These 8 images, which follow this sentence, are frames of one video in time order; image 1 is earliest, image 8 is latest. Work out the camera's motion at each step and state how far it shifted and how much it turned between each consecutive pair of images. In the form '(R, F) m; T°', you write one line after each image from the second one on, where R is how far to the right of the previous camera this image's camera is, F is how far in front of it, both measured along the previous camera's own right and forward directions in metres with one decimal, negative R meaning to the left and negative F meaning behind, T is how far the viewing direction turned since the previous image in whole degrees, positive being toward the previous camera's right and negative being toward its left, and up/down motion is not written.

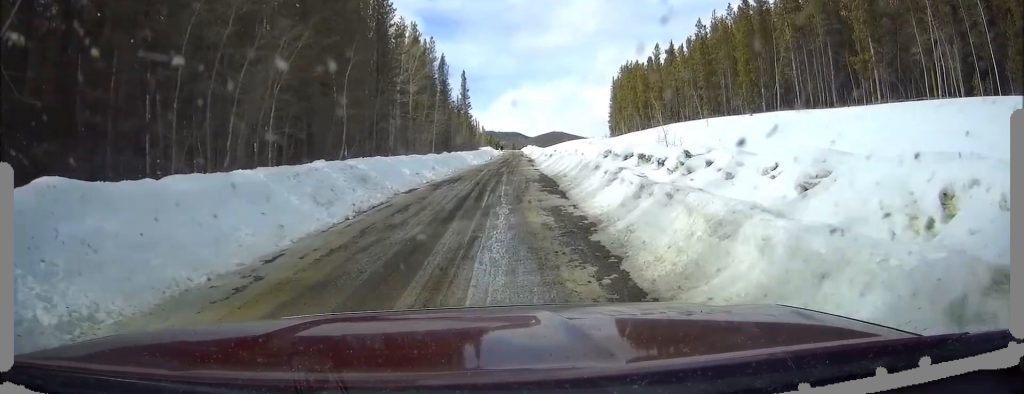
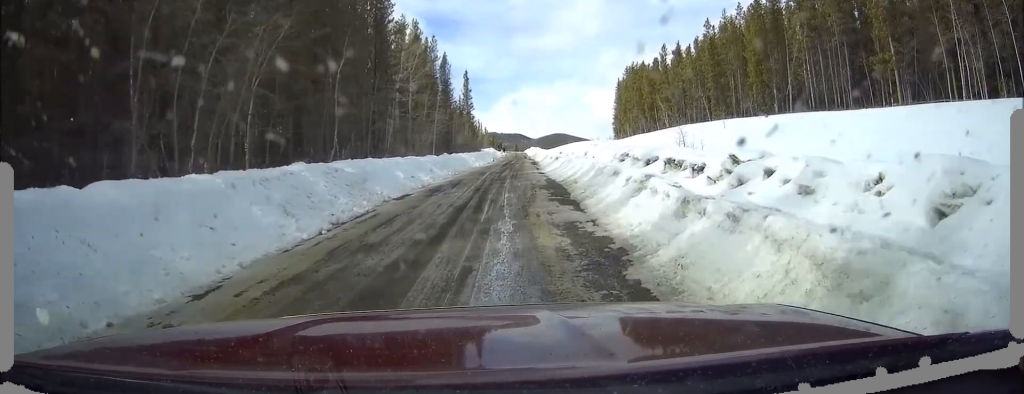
(0.0, +2.7) m; 0°
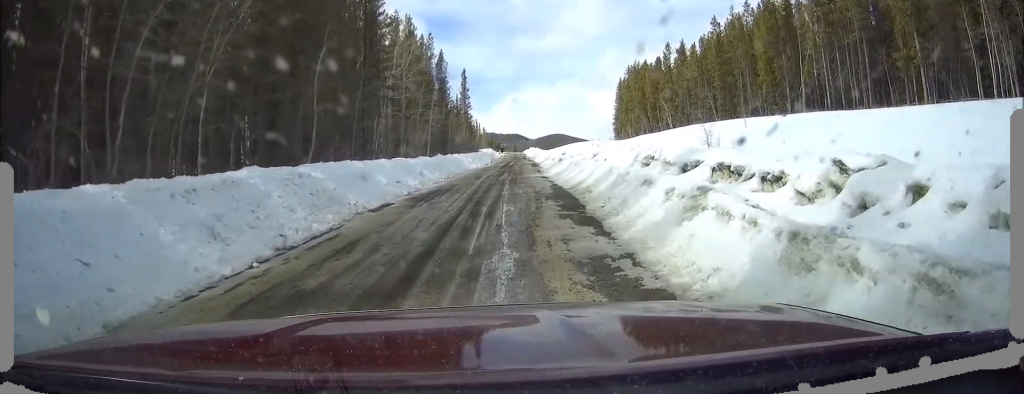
(-0.1, +3.8) m; -1°
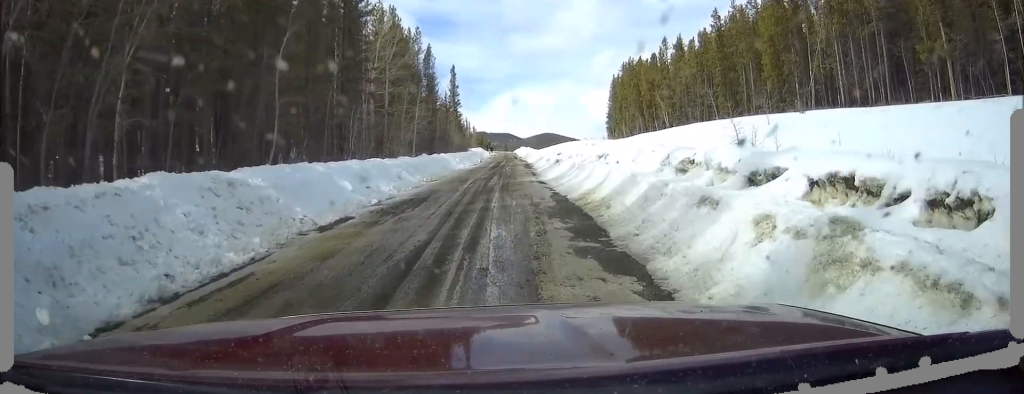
(0.0, +4.3) m; +1°
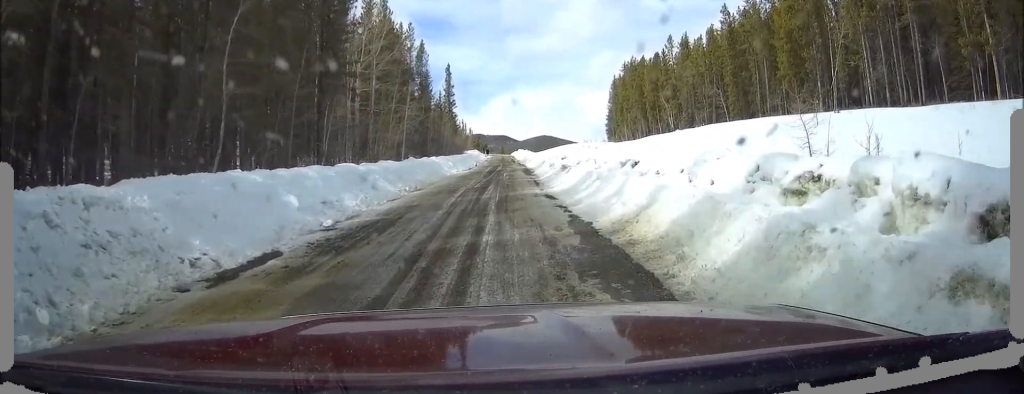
(+0.1, +5.2) m; +1°
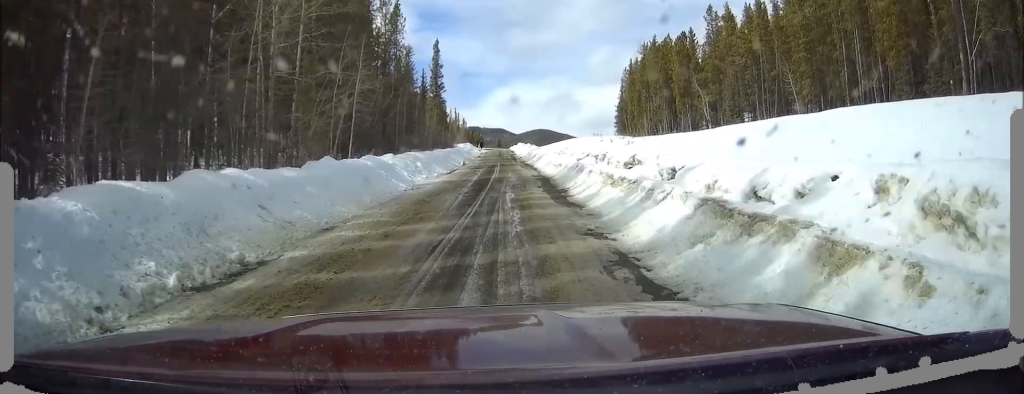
(+0.2, +20.9) m; 0°
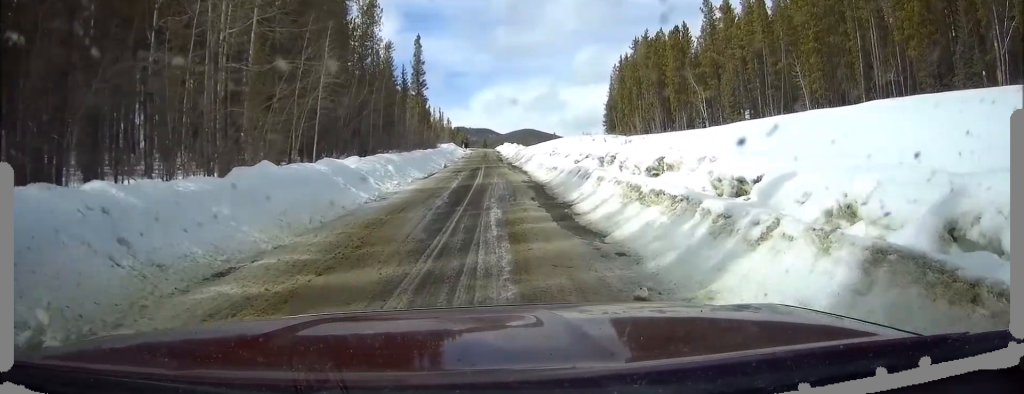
(0.0, +4.8) m; 0°
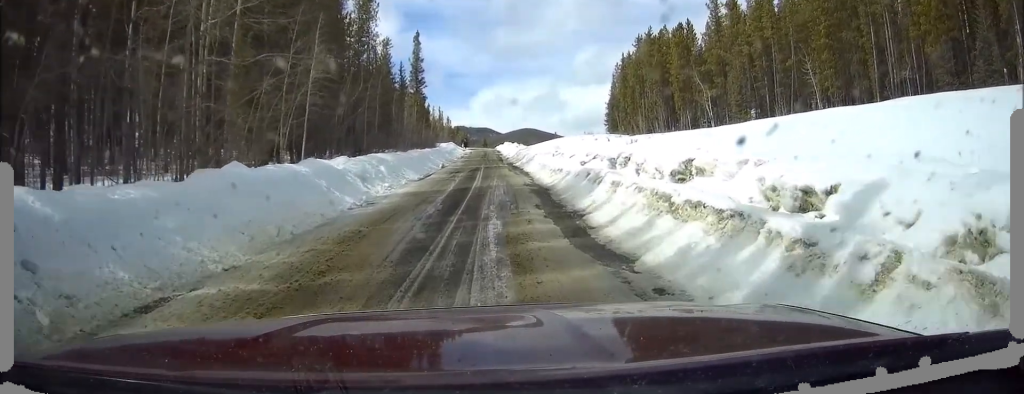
(0.0, +2.1) m; 0°
